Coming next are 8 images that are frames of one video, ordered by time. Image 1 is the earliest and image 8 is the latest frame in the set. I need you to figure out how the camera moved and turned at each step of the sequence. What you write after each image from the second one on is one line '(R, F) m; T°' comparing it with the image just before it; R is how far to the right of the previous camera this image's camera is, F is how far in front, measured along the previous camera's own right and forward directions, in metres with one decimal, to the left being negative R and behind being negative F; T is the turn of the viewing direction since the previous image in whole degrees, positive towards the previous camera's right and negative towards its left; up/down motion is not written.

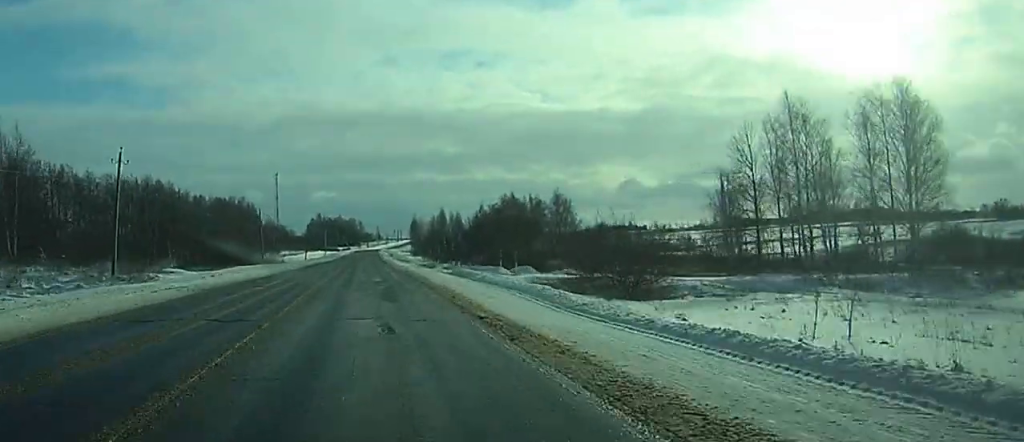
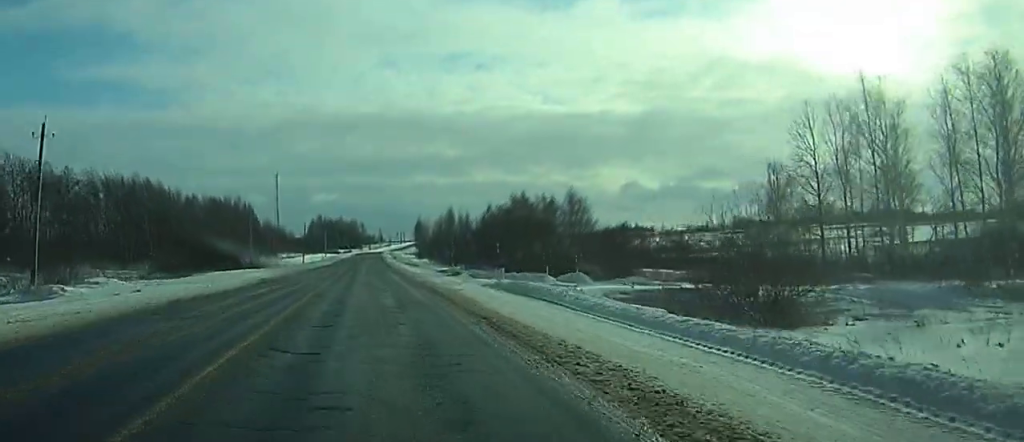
(0.0, +15.1) m; 0°
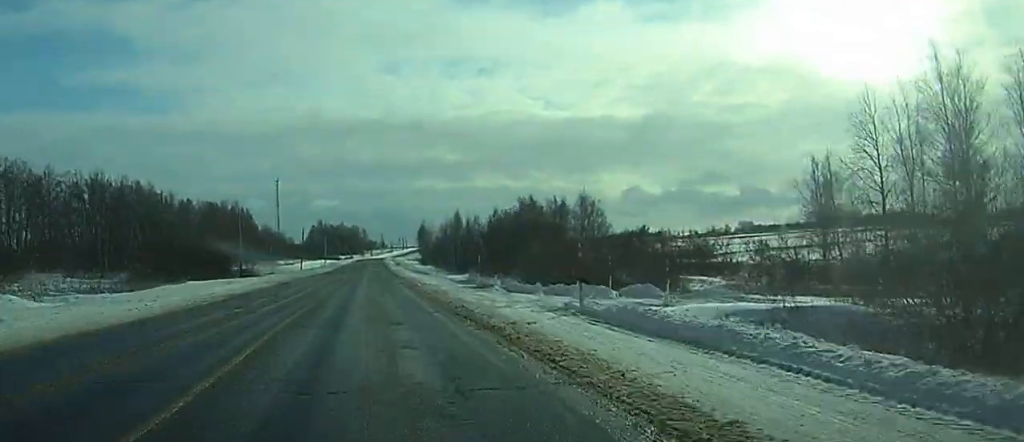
(0.0, +11.8) m; 0°
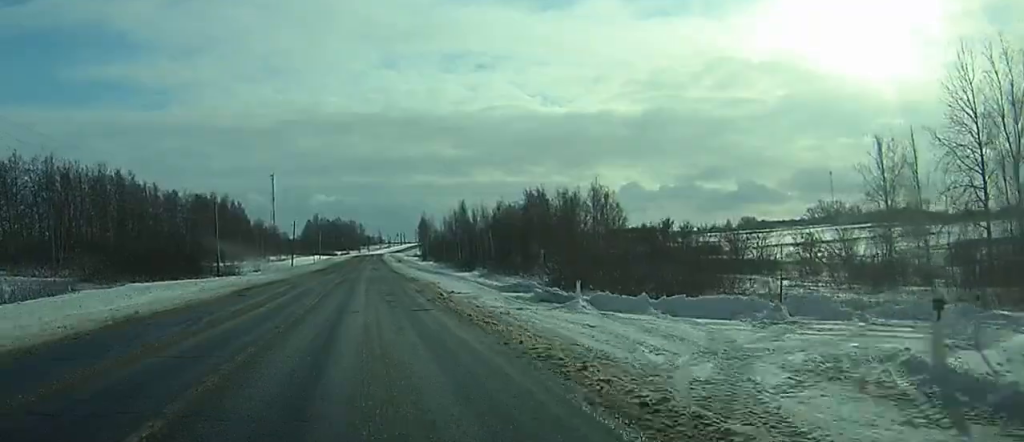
(0.0, +15.1) m; 0°
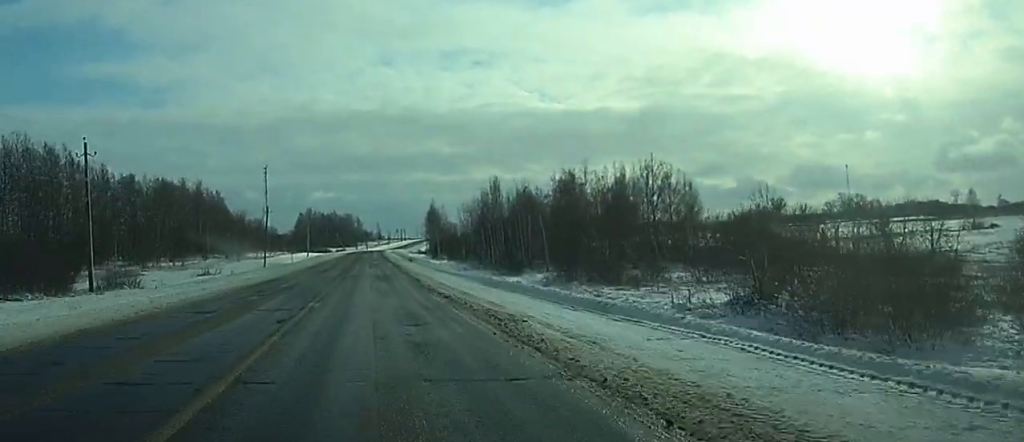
(+0.1, +43.9) m; +1°
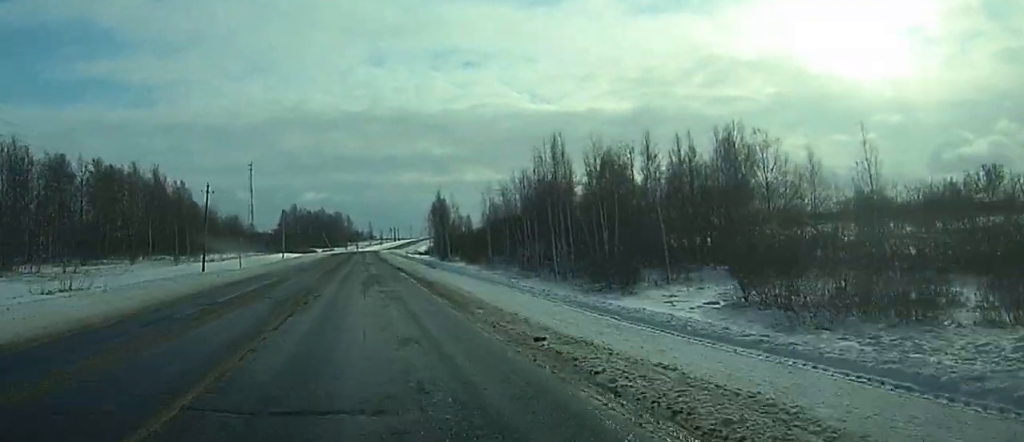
(+0.3, +43.5) m; 0°
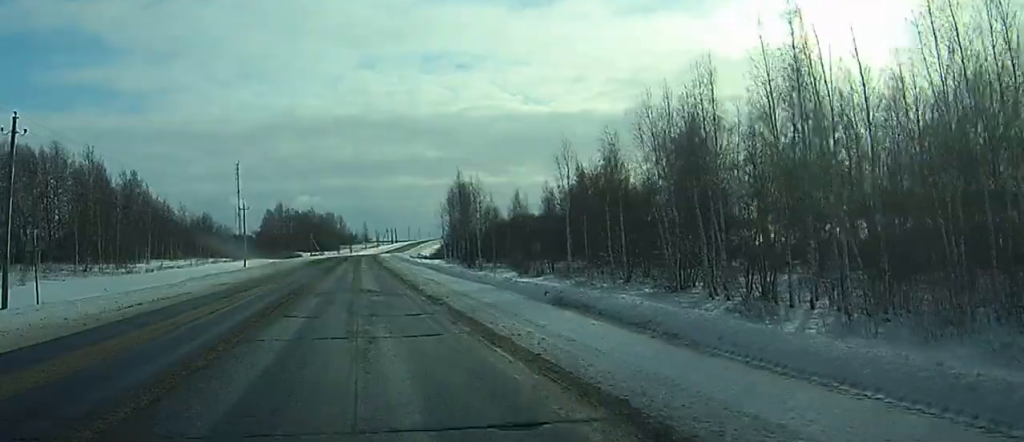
(0.0, +47.9) m; 0°
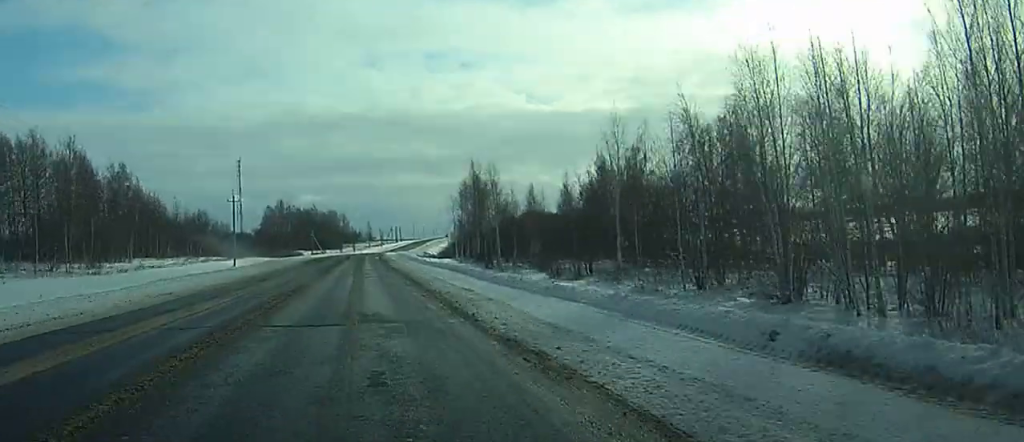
(0.0, +12.8) m; 0°
